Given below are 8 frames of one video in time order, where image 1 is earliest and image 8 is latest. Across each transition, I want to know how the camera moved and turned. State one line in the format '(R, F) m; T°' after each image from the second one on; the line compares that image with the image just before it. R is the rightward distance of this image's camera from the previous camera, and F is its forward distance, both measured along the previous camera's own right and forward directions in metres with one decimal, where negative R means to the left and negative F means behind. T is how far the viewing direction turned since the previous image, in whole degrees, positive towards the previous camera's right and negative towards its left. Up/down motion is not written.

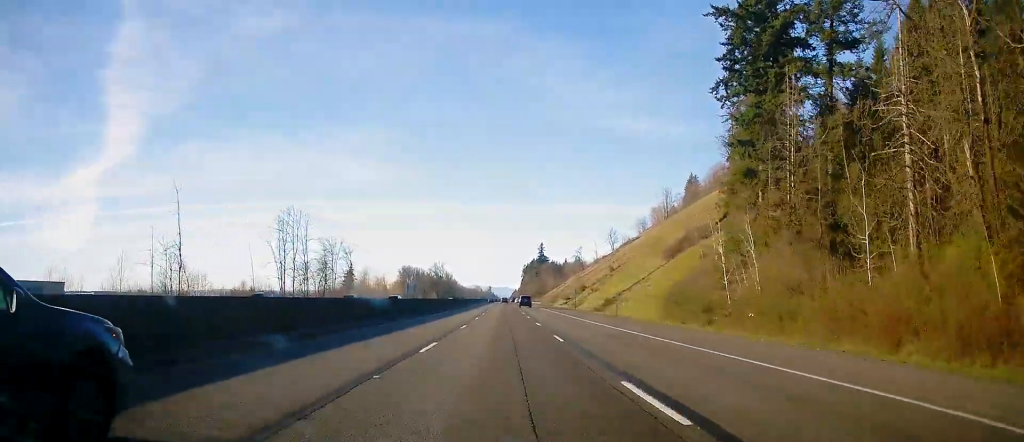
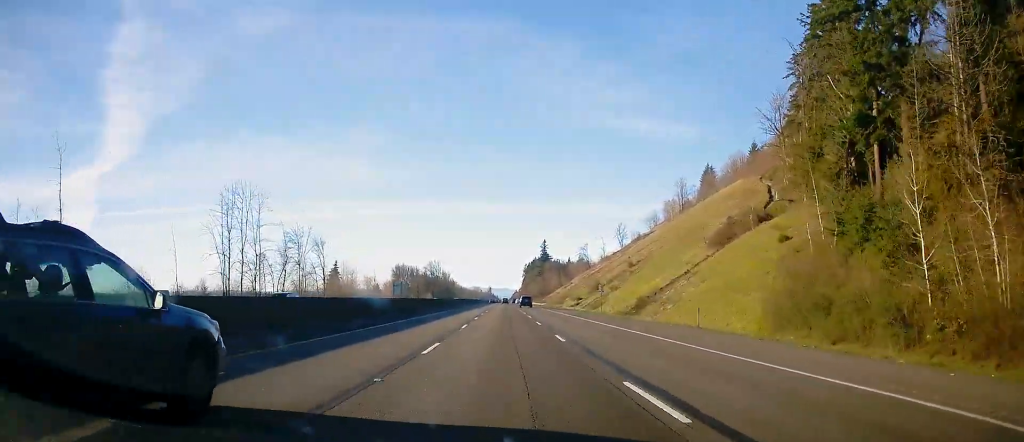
(-0.1, +24.3) m; 0°
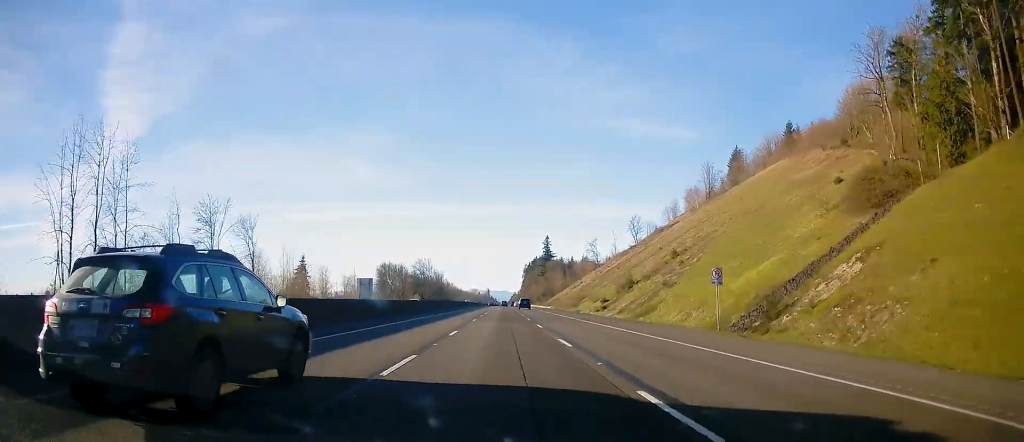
(-0.1, +37.6) m; 0°
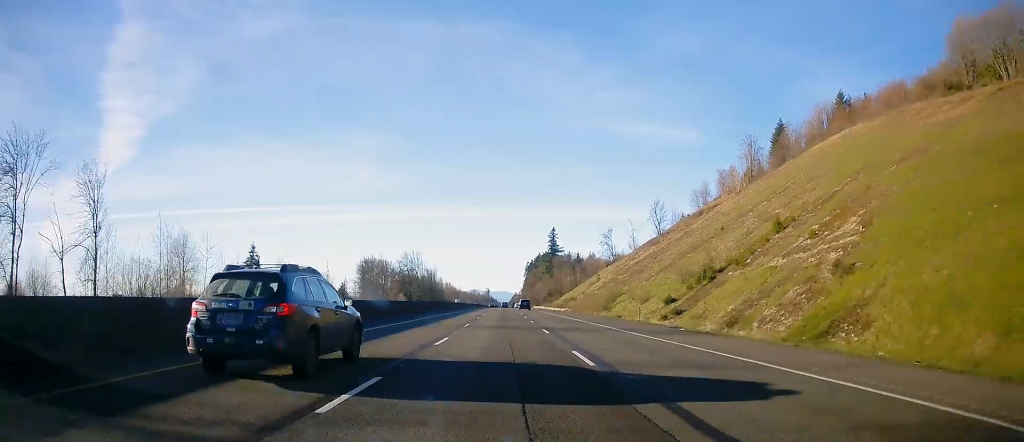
(0.0, +42.0) m; 0°
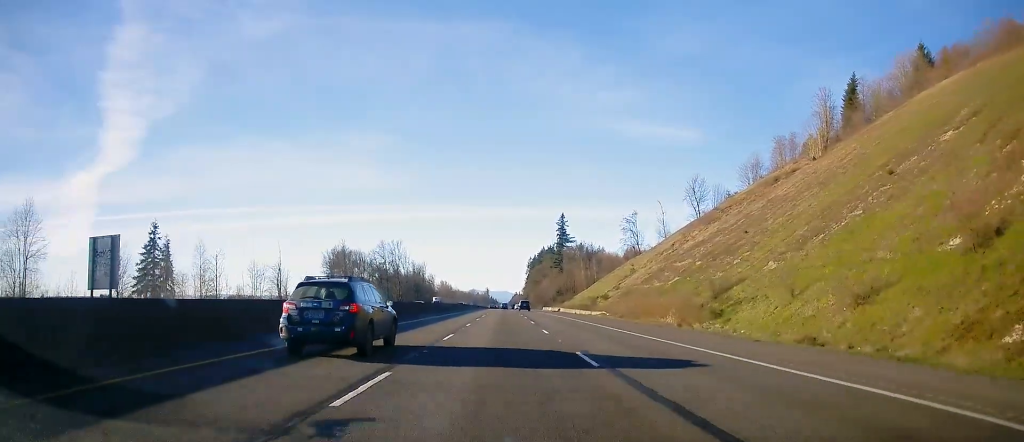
(-0.1, +48.5) m; 0°
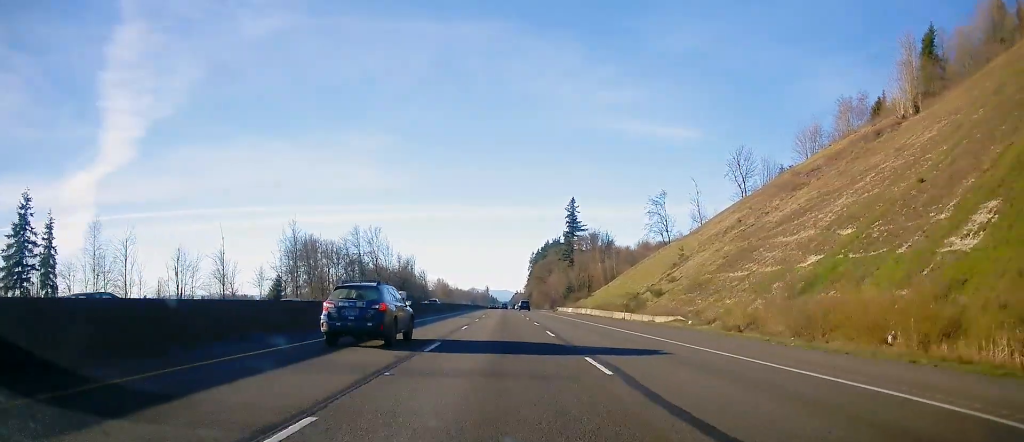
(+0.1, +37.5) m; +1°
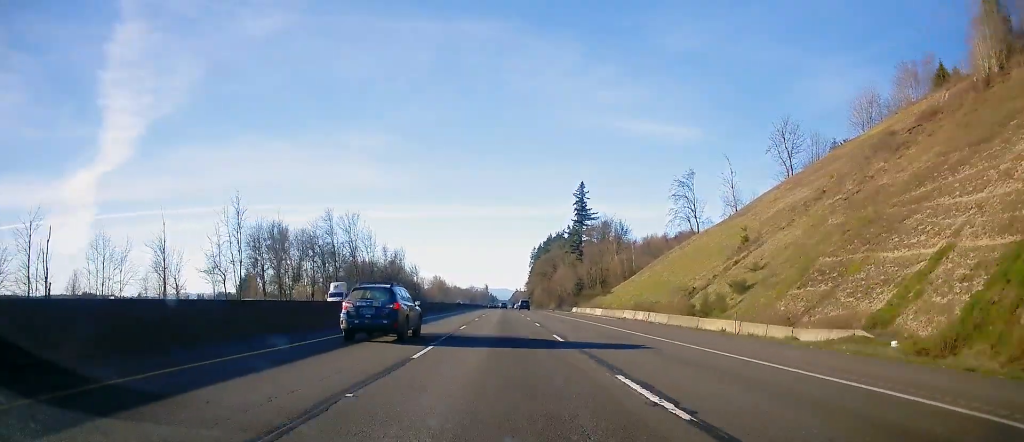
(+0.1, +26.6) m; +1°
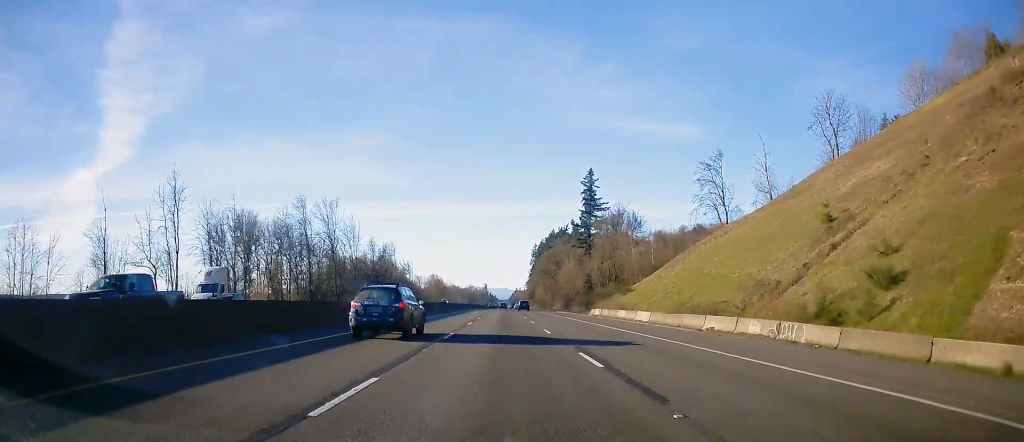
(+0.2, +19.9) m; 0°
